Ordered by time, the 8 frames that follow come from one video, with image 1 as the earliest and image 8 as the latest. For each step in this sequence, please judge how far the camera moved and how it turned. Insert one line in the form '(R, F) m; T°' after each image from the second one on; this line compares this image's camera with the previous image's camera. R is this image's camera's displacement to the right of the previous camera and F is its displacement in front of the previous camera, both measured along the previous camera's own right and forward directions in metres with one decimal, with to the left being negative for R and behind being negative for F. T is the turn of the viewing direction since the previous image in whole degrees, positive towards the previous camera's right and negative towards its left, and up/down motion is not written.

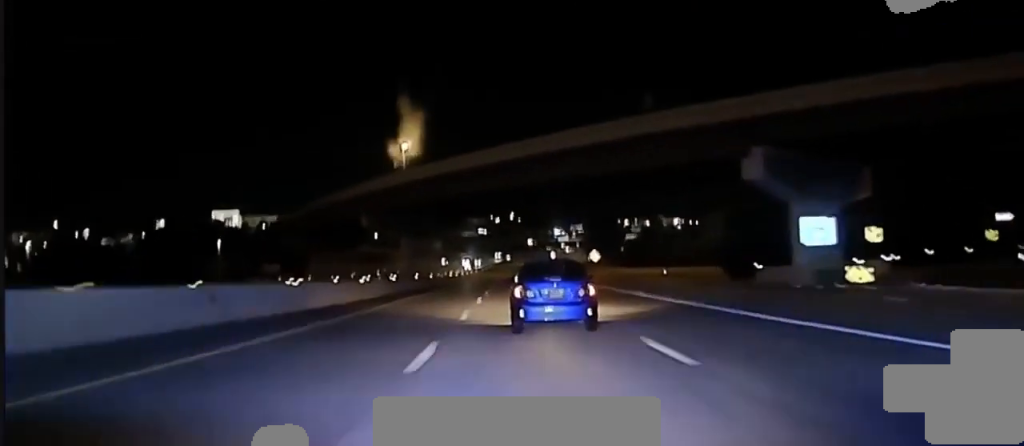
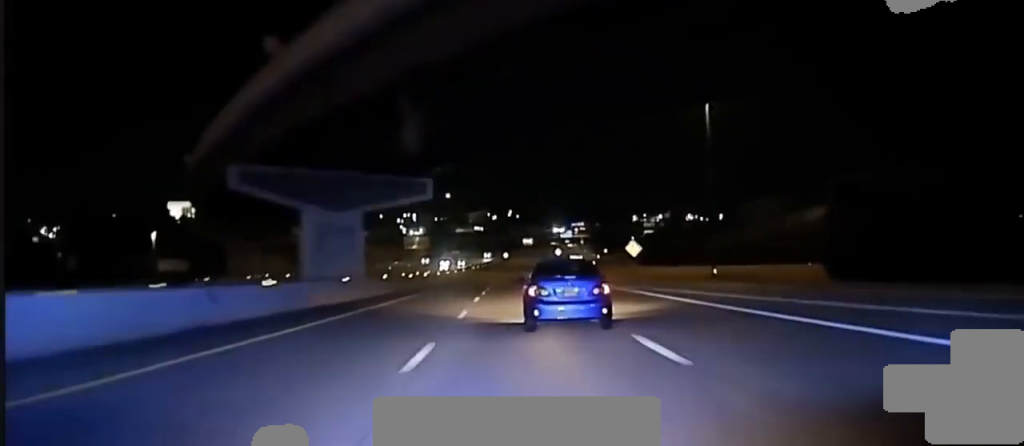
(0.0, +47.3) m; 0°
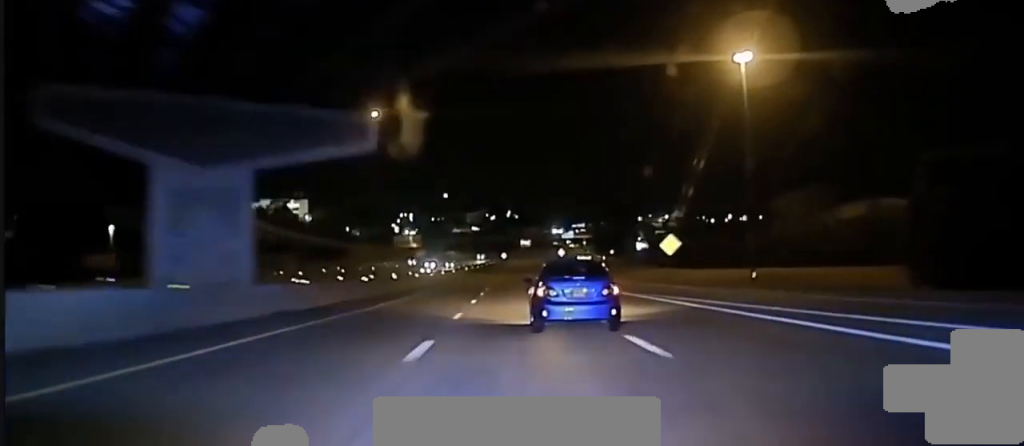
(0.0, +25.1) m; 0°
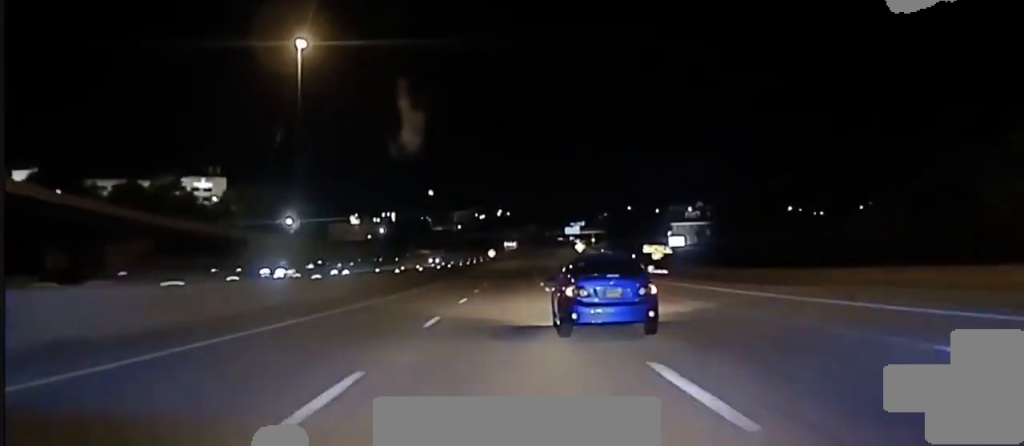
(0.0, +90.6) m; 0°
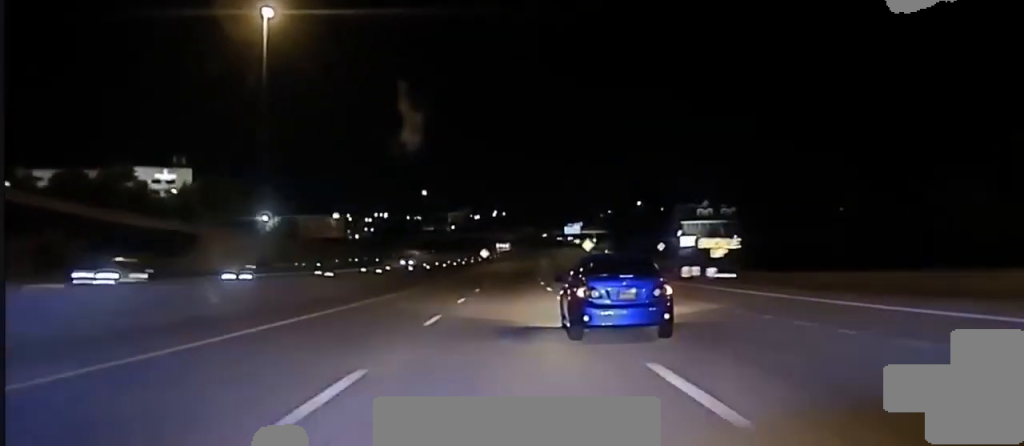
(-0.1, +23.6) m; 0°
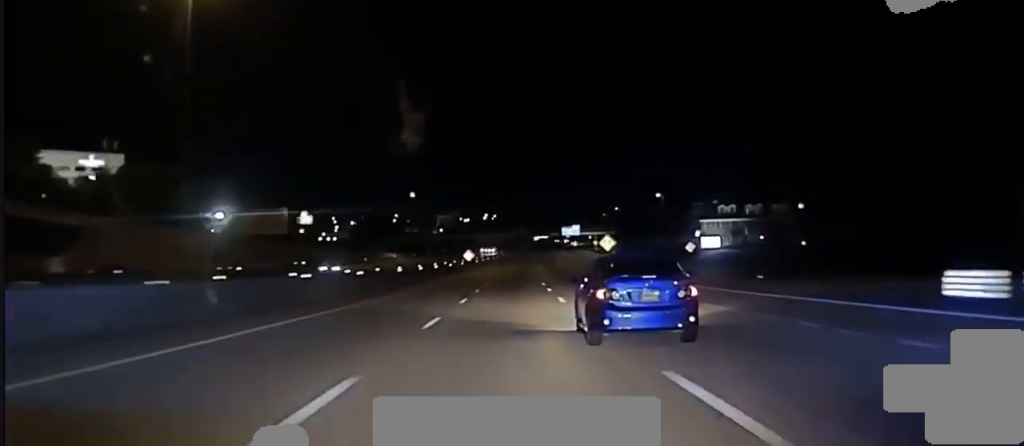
(+0.4, +37.6) m; +1°
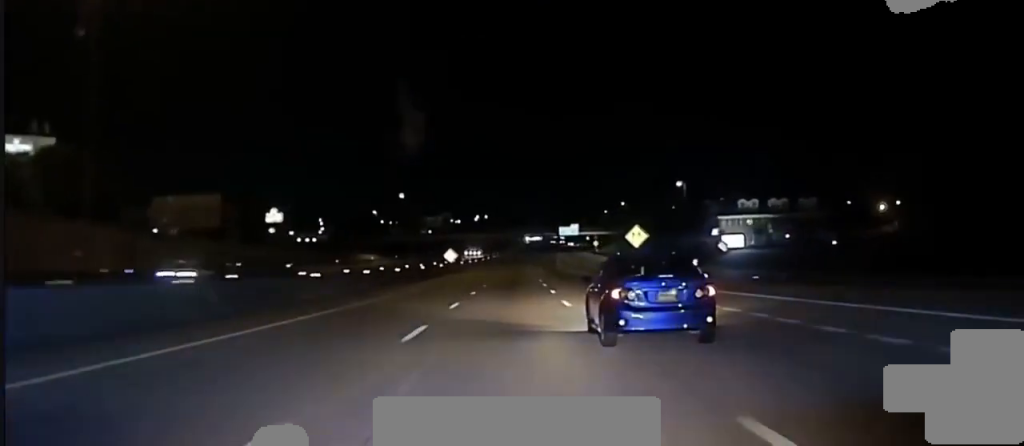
(+0.2, +28.2) m; +1°
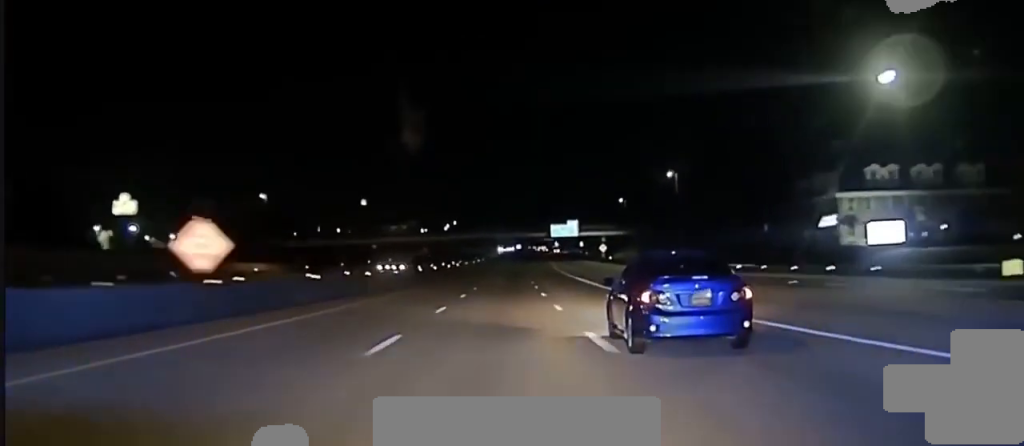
(+1.2, +86.2) m; +2°
